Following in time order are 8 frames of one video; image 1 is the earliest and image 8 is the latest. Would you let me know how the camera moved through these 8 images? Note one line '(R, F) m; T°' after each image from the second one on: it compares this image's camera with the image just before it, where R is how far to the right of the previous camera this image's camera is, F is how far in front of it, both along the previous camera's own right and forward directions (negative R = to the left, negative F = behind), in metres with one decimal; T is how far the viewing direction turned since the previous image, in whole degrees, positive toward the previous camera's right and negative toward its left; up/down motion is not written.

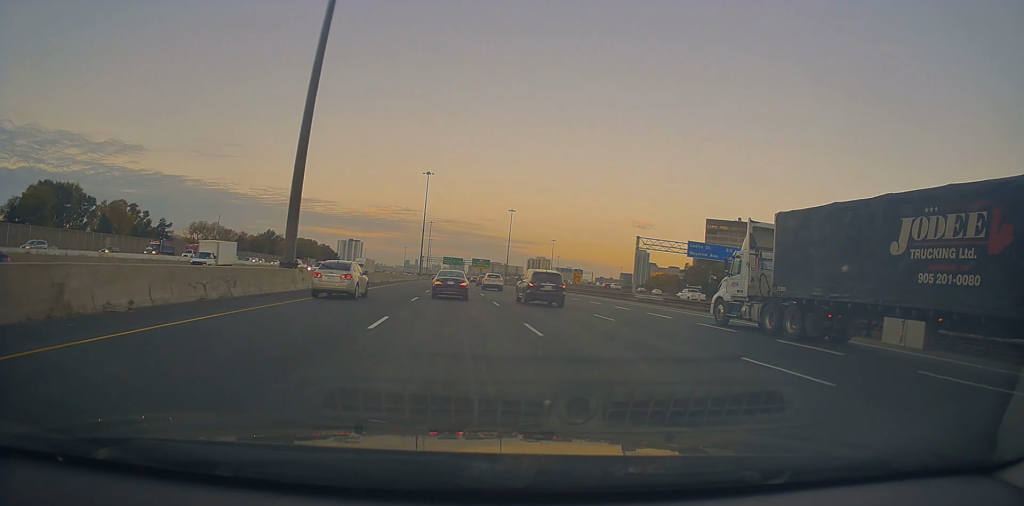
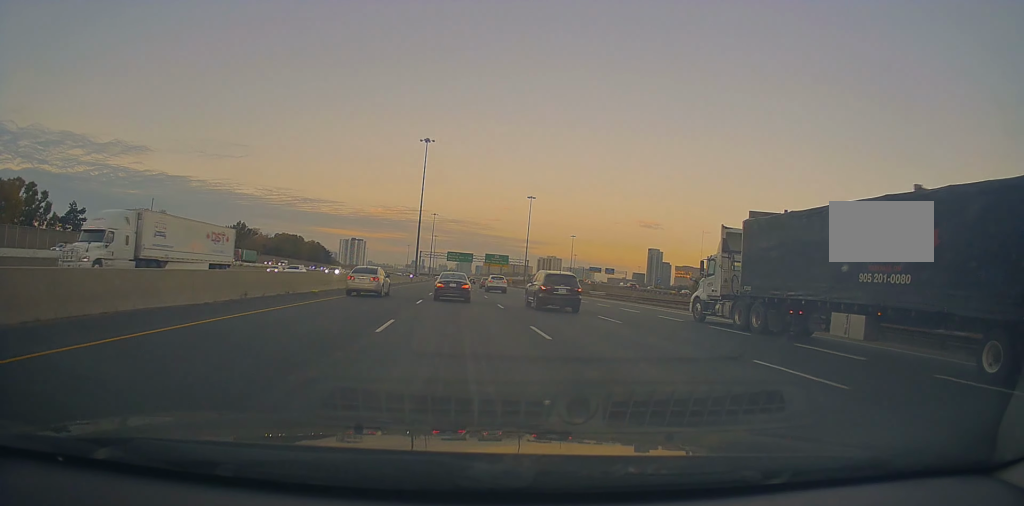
(-0.6, +48.6) m; -2°
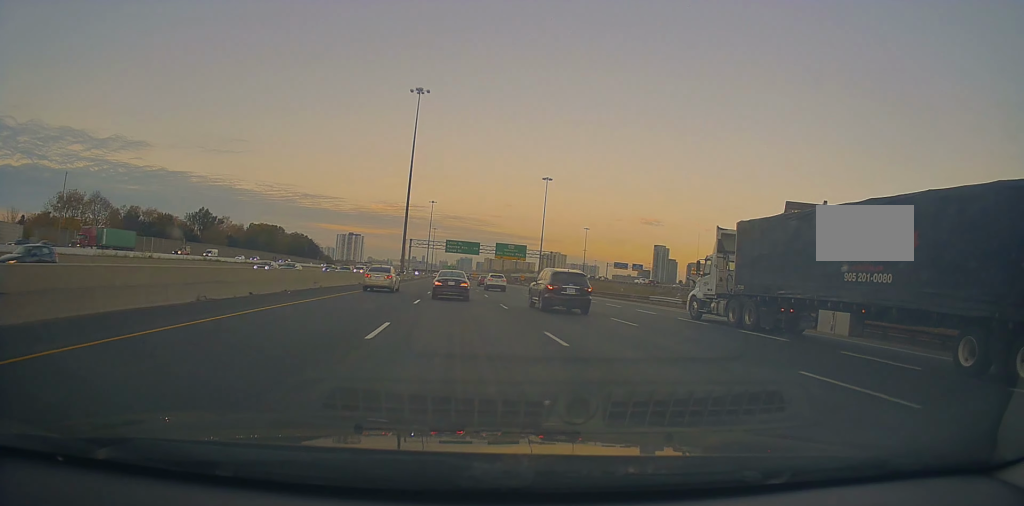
(-0.4, +37.9) m; 0°
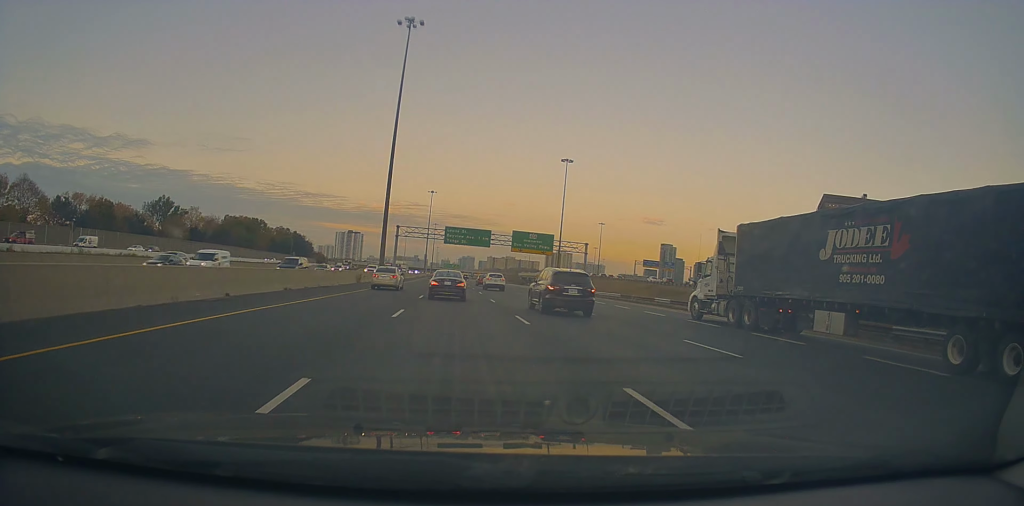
(+0.6, +31.3) m; 0°
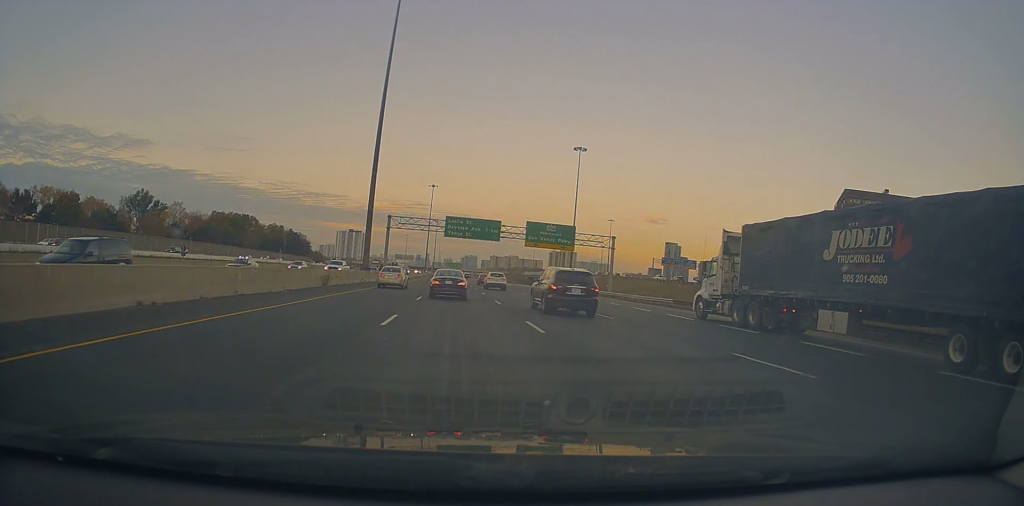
(-0.3, +14.6) m; 0°
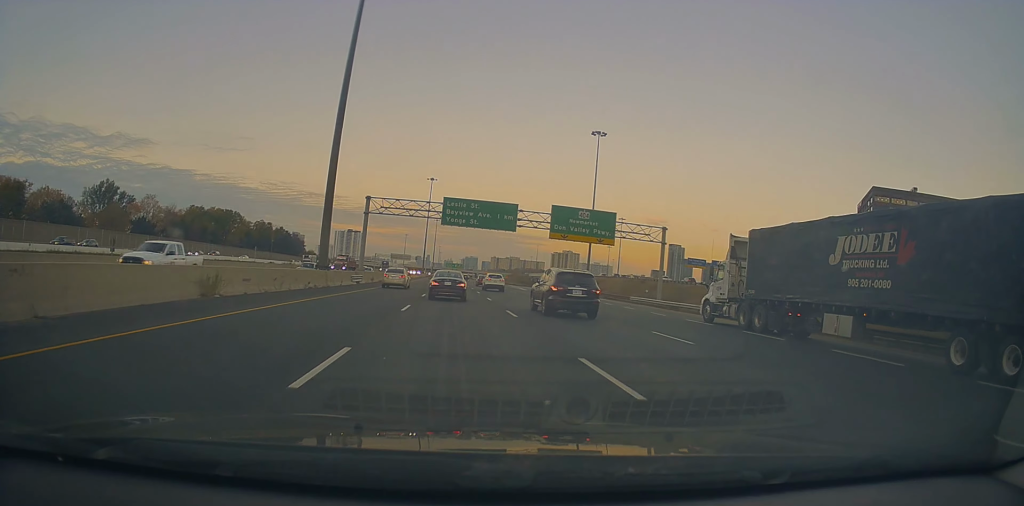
(-0.1, +19.2) m; 0°
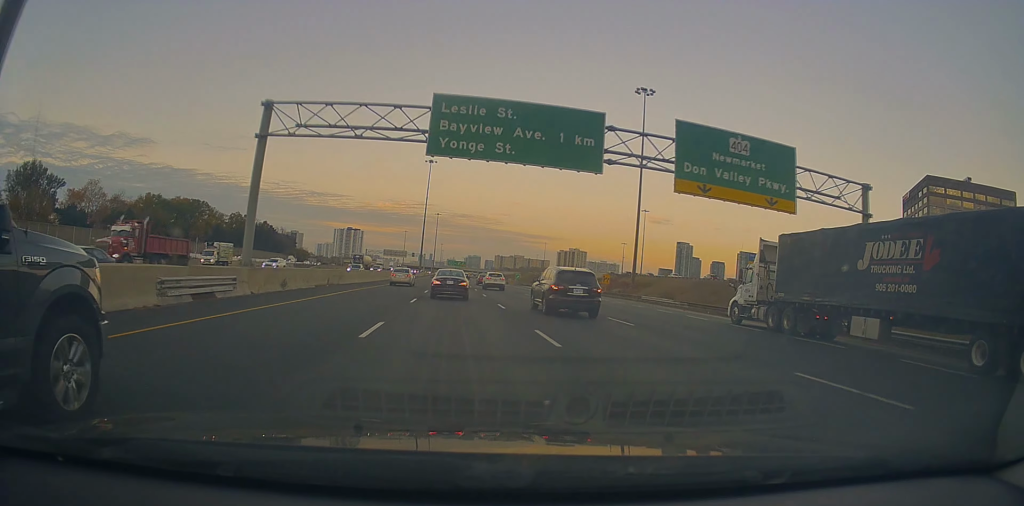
(+0.2, +32.0) m; -1°
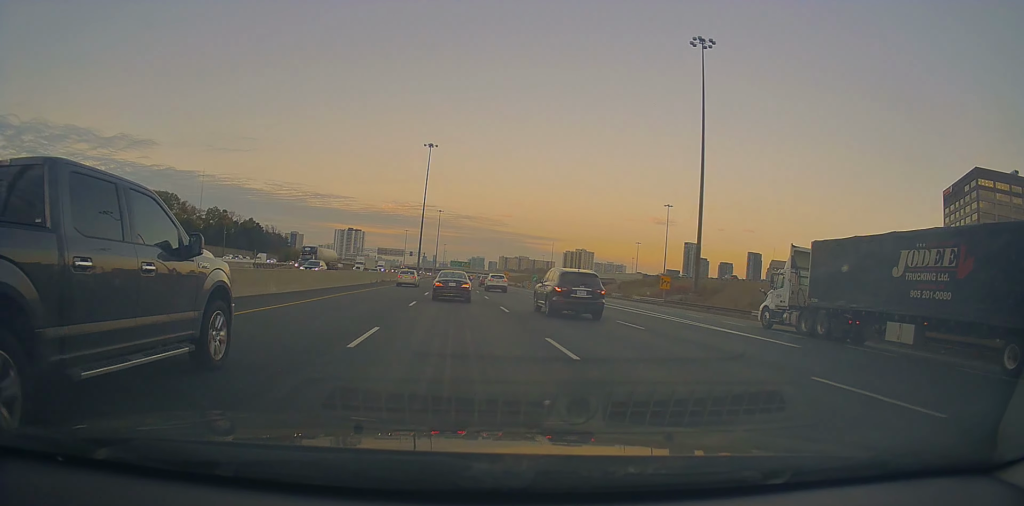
(-0.4, +24.8) m; -1°
